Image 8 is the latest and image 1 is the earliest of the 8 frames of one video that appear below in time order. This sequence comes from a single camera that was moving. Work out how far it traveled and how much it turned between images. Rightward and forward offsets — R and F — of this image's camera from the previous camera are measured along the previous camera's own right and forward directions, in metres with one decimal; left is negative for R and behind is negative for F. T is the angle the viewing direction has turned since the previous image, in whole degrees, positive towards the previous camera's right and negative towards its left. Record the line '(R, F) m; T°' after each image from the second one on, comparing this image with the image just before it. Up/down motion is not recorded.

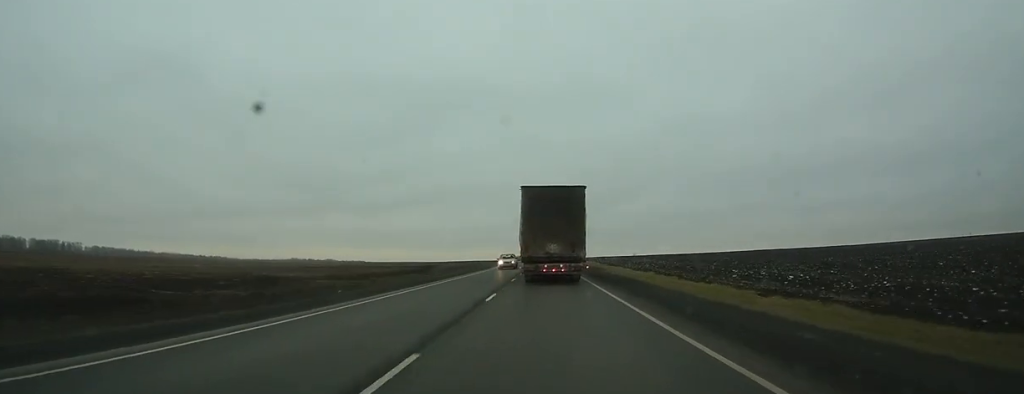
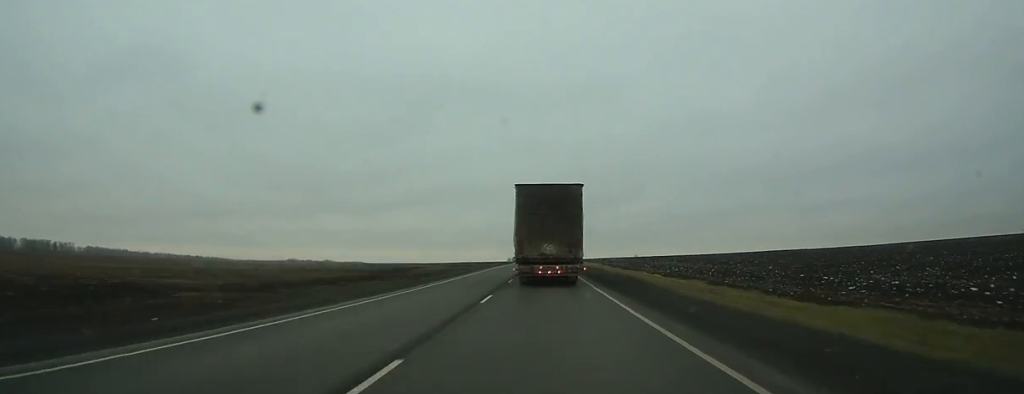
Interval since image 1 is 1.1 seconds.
(0.0, +27.1) m; 0°
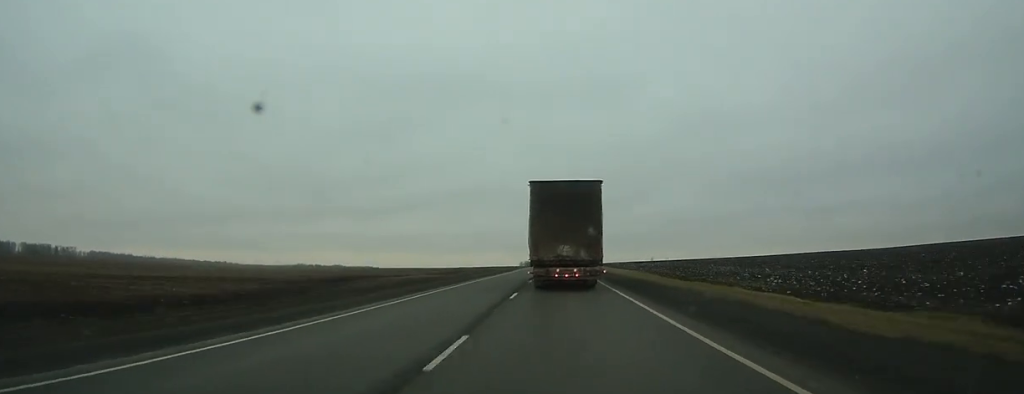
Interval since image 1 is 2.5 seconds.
(-0.1, +36.1) m; 0°
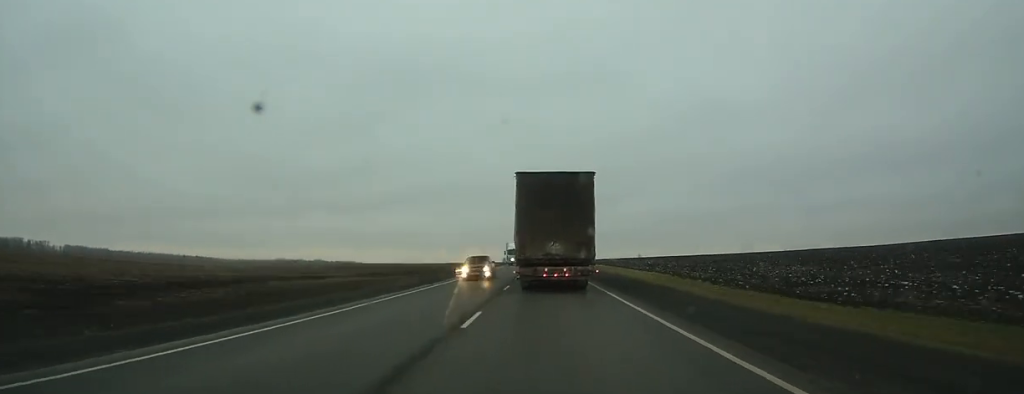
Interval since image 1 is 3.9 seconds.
(+0.1, +31.7) m; 0°
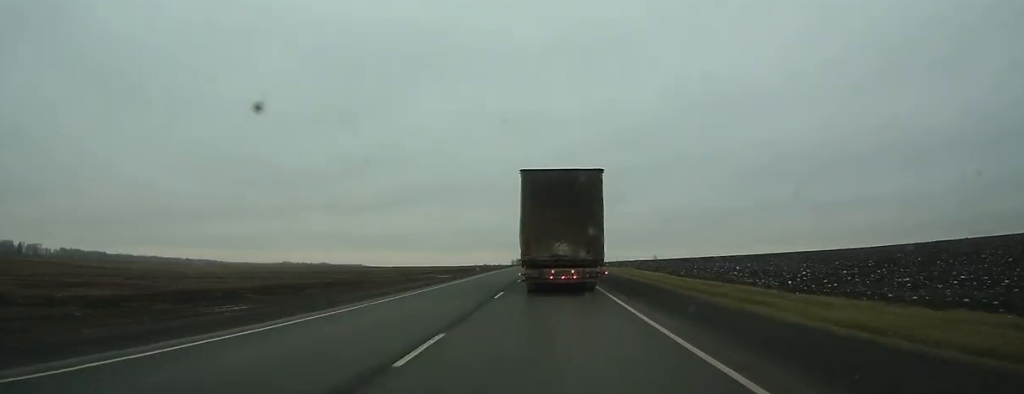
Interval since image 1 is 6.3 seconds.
(+0.1, +51.0) m; 0°
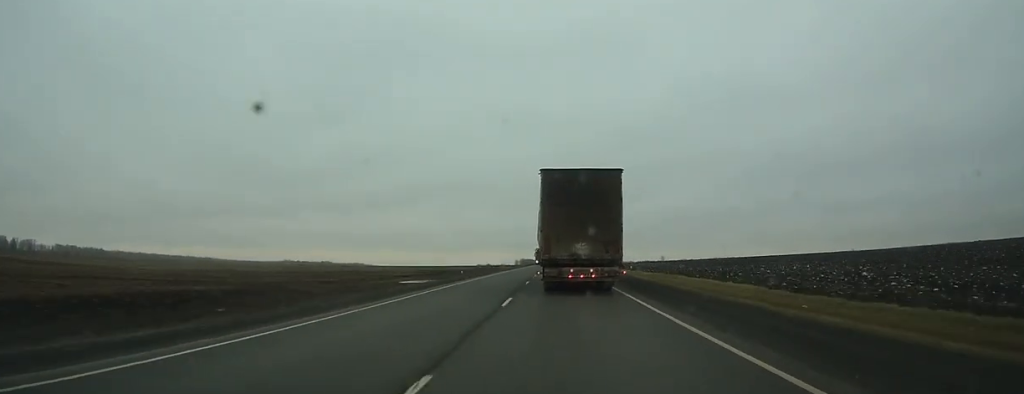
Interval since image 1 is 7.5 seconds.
(-0.1, +28.5) m; 0°
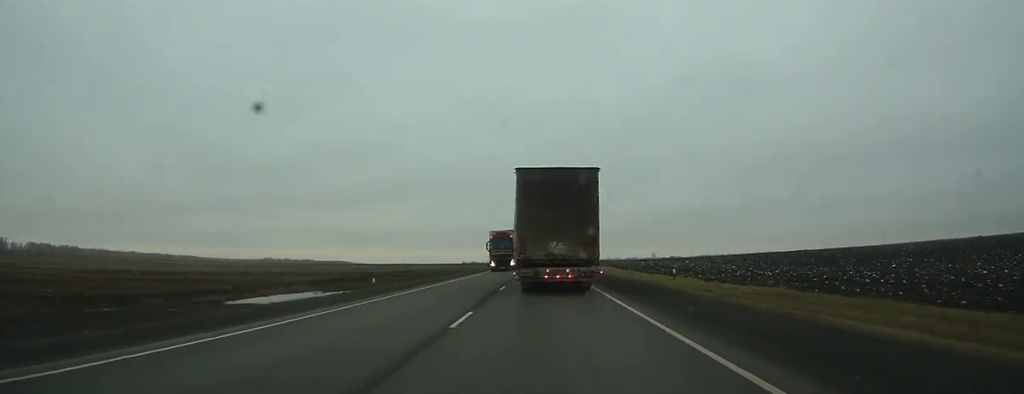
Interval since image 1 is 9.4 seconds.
(+0.1, +42.0) m; 0°
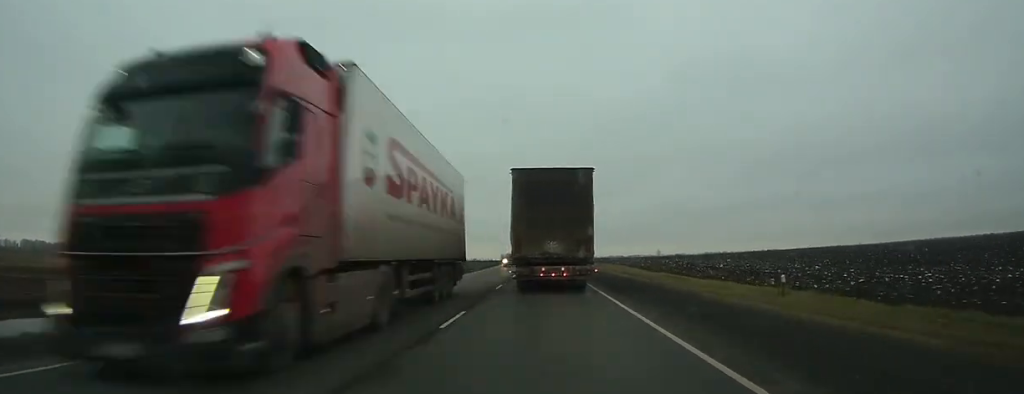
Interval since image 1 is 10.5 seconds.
(+0.2, +25.2) m; 0°
